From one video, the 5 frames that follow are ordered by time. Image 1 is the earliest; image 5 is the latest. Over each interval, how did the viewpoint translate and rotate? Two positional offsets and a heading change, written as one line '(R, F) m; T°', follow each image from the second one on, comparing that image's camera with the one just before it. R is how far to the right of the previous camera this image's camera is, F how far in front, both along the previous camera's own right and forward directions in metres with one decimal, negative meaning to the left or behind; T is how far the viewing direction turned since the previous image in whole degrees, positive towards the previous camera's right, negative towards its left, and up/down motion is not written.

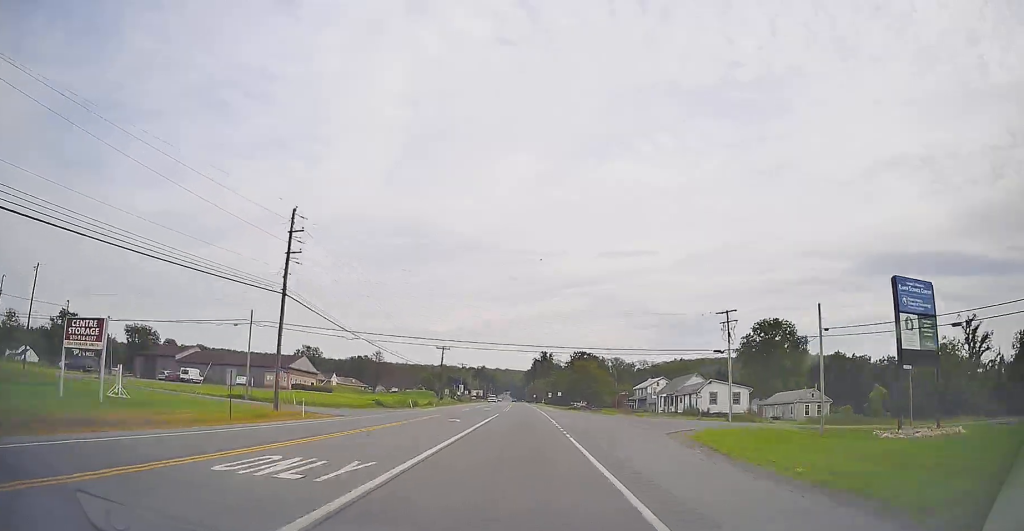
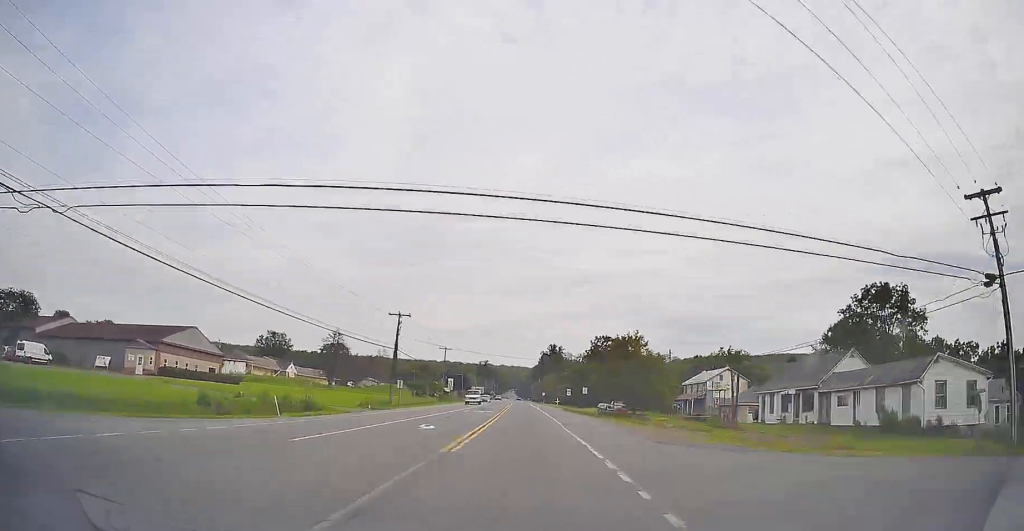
(-0.3, +40.3) m; -1°
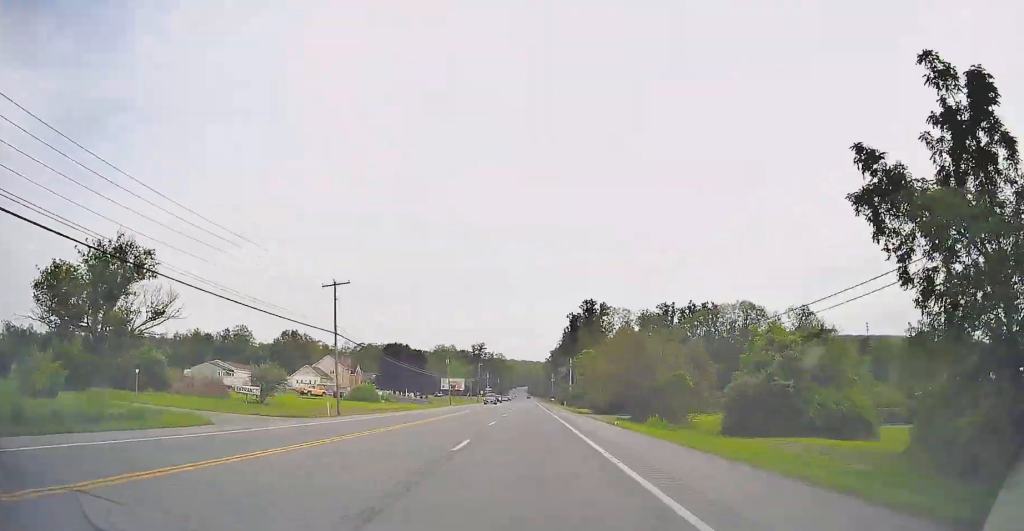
(-1.4, +154.4) m; -1°
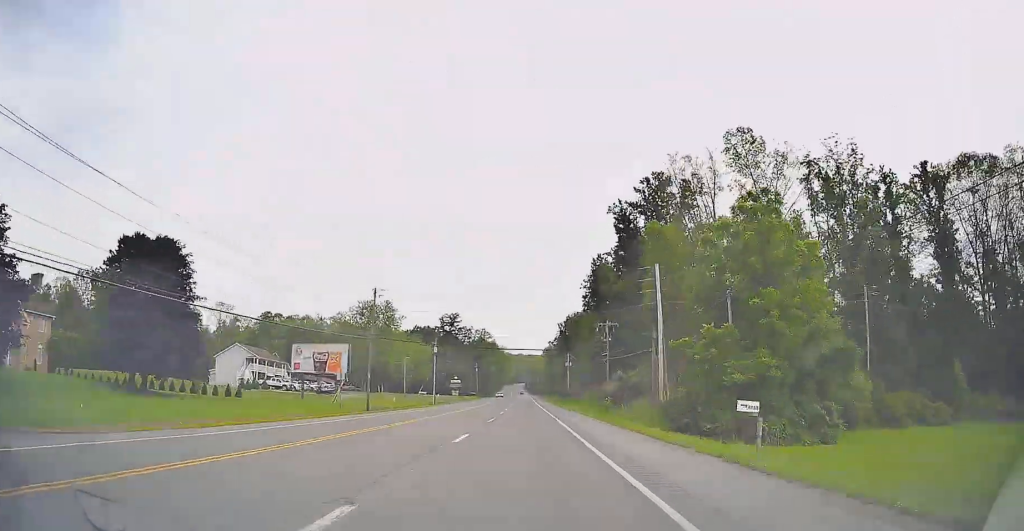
(-0.8, +108.0) m; -1°
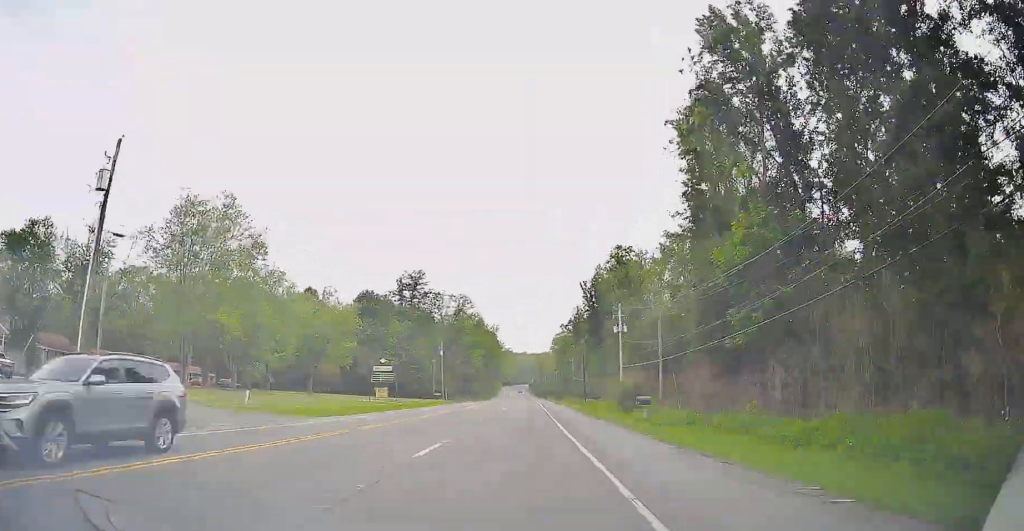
(+0.1, +74.2) m; 0°
